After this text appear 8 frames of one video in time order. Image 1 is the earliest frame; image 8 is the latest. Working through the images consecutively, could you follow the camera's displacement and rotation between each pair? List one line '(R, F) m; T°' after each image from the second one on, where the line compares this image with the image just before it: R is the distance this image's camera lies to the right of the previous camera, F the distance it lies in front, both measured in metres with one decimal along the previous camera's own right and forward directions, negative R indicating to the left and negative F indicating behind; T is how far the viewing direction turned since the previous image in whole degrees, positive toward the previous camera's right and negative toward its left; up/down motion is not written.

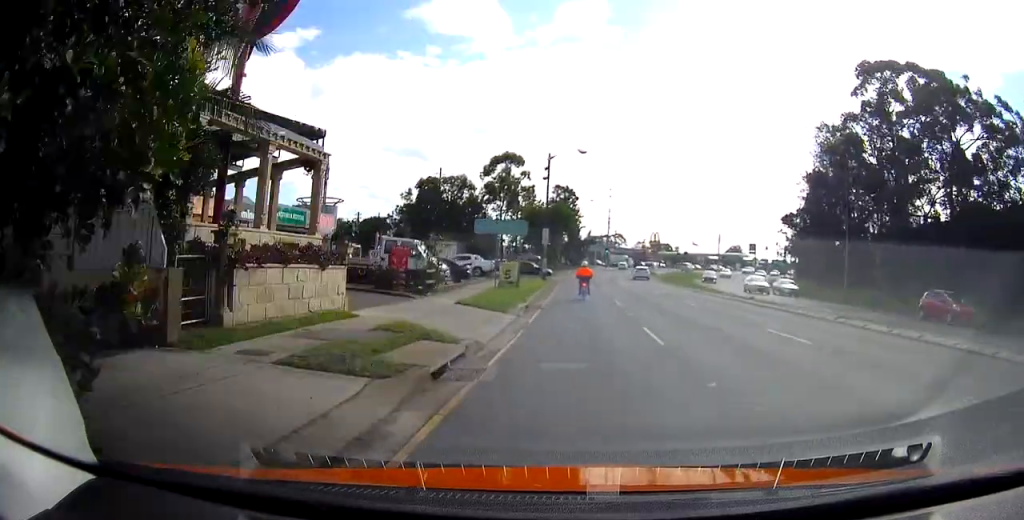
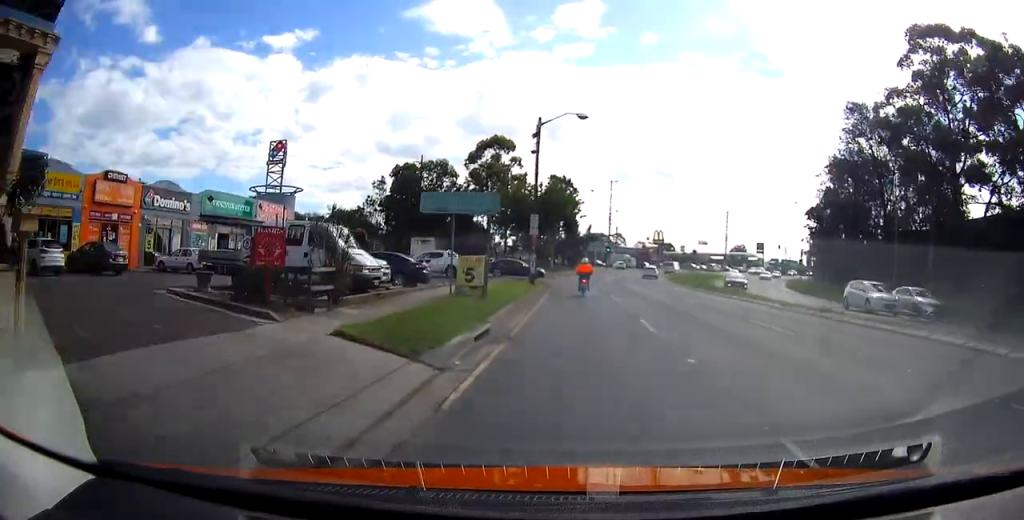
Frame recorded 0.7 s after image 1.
(+0.1, +9.5) m; +1°
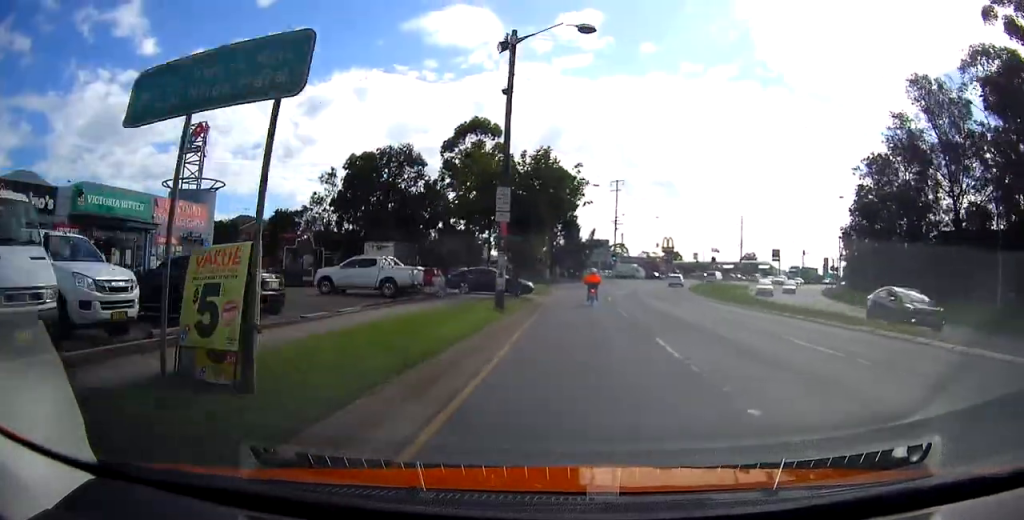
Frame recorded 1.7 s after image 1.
(+0.2, +13.6) m; +1°
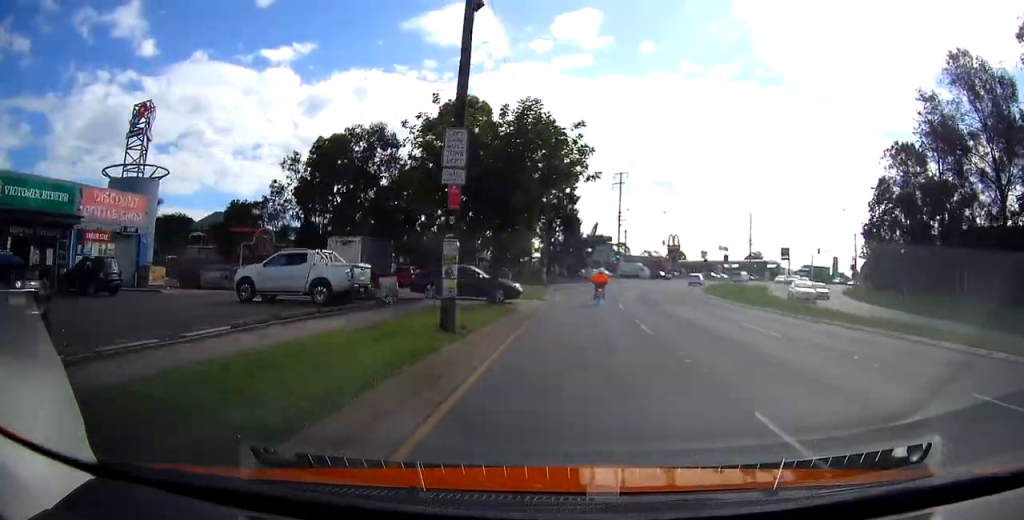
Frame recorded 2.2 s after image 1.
(0.0, +7.2) m; +1°
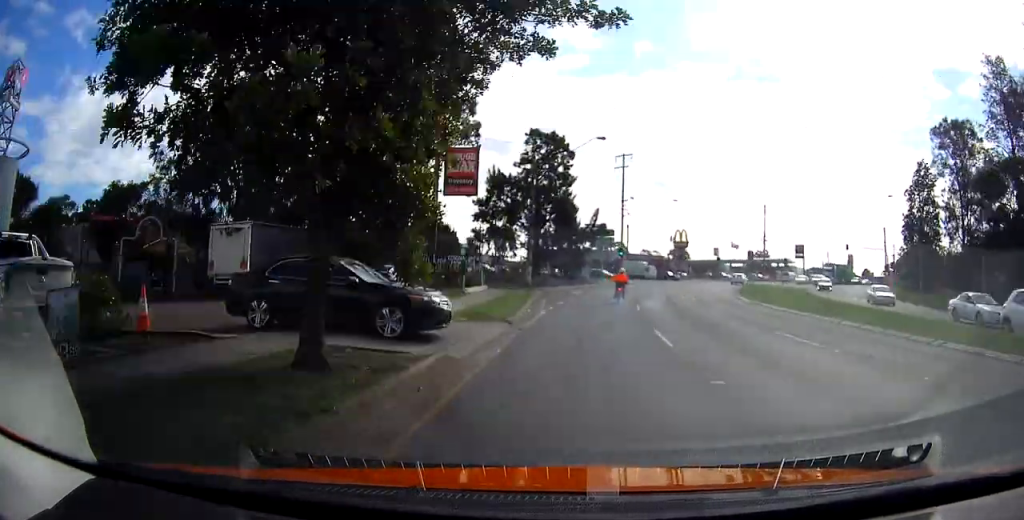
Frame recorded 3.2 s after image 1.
(0.0, +13.5) m; +2°
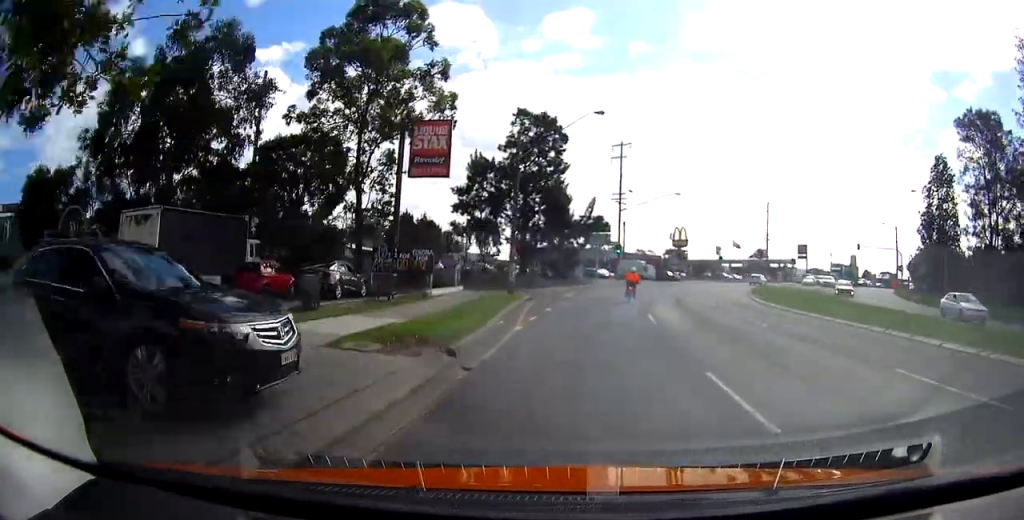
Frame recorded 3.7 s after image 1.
(+0.1, +6.3) m; +2°
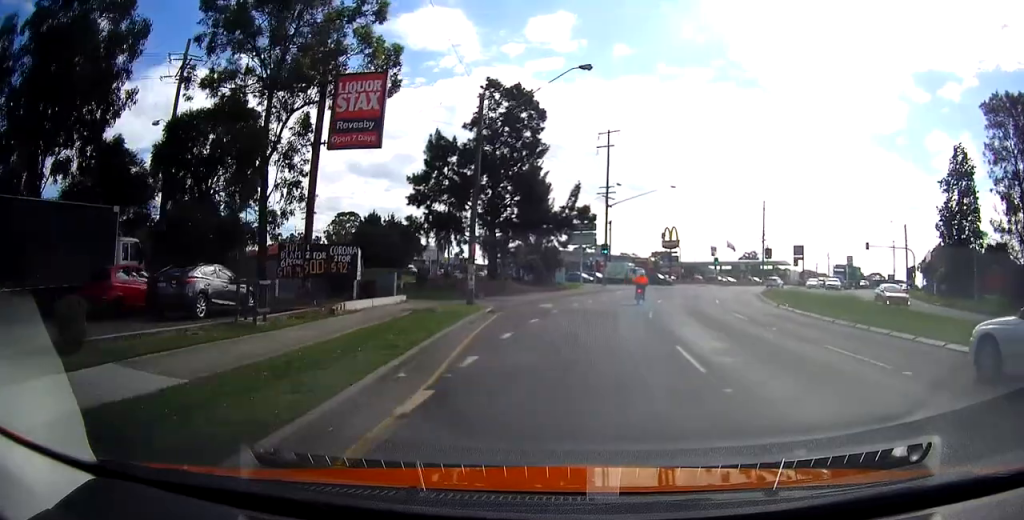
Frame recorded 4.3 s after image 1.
(+0.2, +8.1) m; +3°
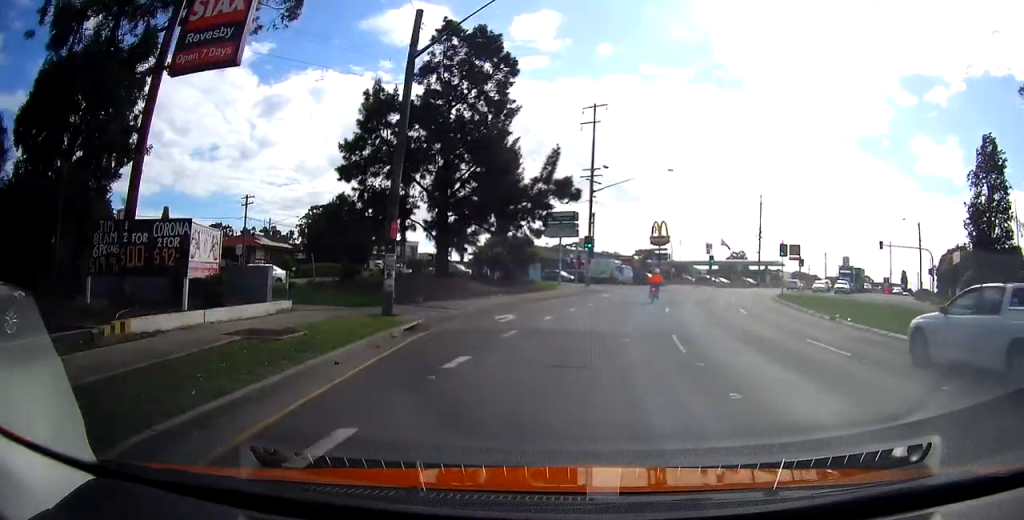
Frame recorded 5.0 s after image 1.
(+0.2, +9.0) m; +3°
